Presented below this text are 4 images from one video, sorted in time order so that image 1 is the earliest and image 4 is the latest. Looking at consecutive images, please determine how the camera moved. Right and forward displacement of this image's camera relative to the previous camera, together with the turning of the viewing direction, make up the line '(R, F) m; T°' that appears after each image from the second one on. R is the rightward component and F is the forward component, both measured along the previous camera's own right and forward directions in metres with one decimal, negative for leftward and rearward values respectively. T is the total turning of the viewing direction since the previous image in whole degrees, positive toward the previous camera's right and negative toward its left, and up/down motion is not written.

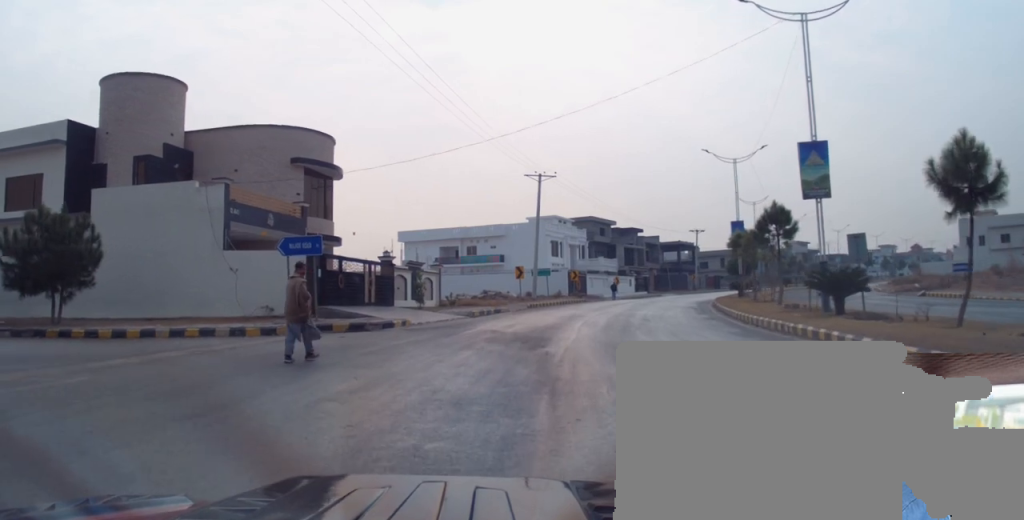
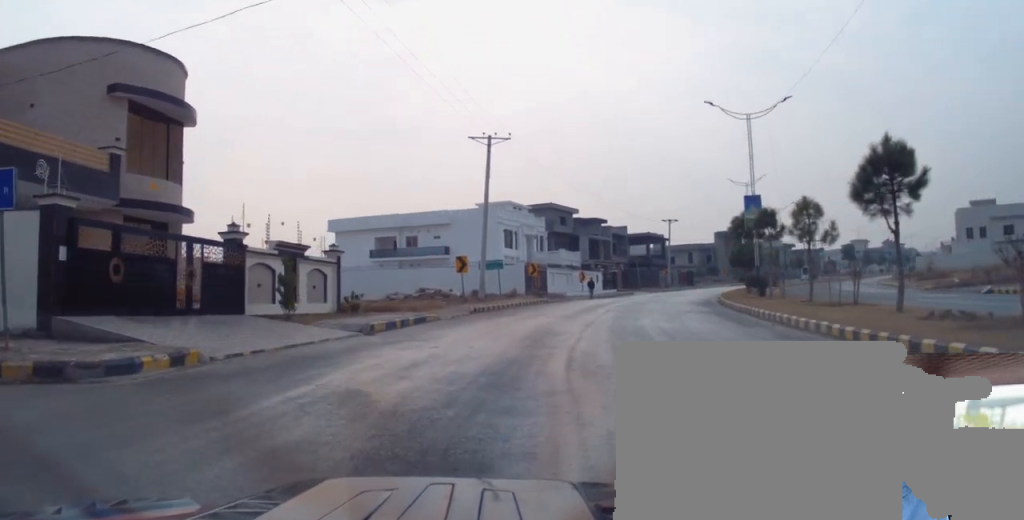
(-0.5, +13.5) m; +2°
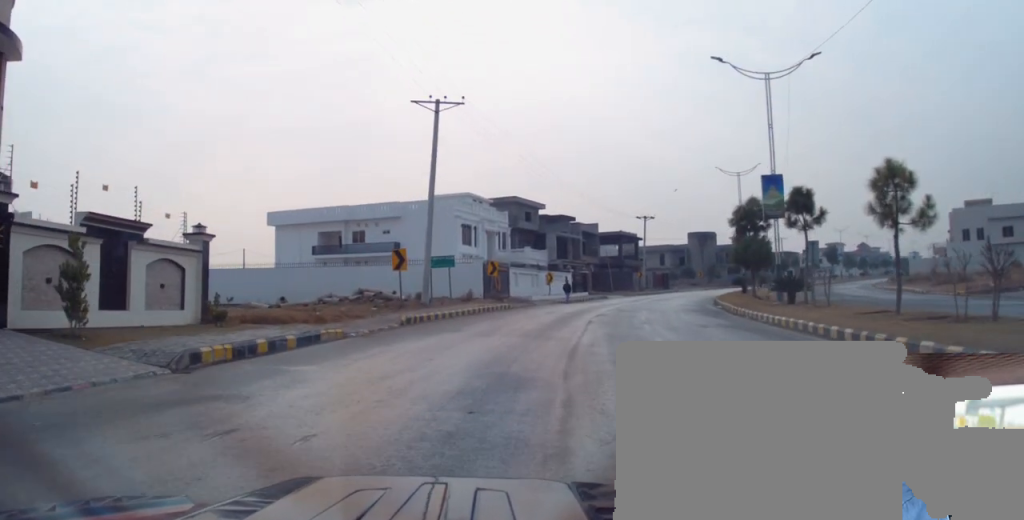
(+1.1, +8.8) m; +8°
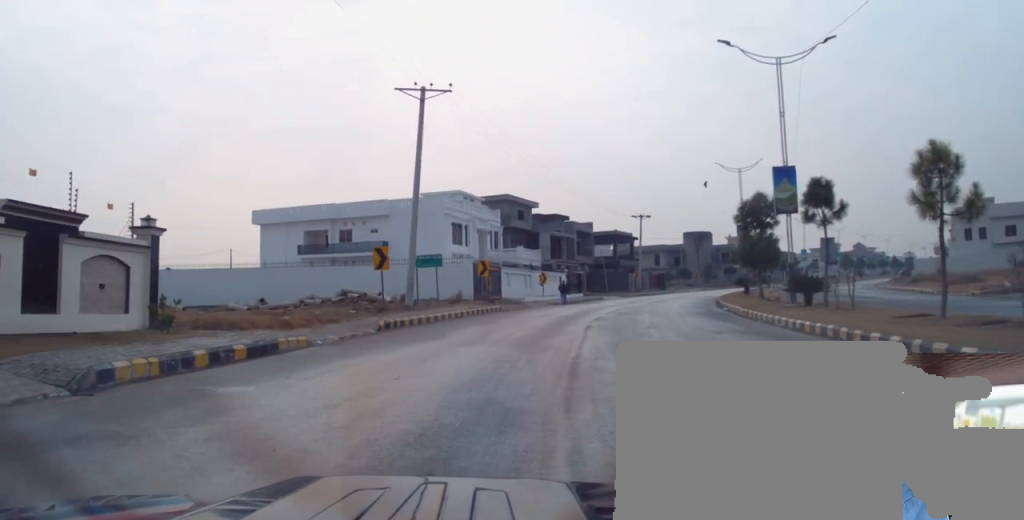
(-0.1, +2.3) m; -1°
